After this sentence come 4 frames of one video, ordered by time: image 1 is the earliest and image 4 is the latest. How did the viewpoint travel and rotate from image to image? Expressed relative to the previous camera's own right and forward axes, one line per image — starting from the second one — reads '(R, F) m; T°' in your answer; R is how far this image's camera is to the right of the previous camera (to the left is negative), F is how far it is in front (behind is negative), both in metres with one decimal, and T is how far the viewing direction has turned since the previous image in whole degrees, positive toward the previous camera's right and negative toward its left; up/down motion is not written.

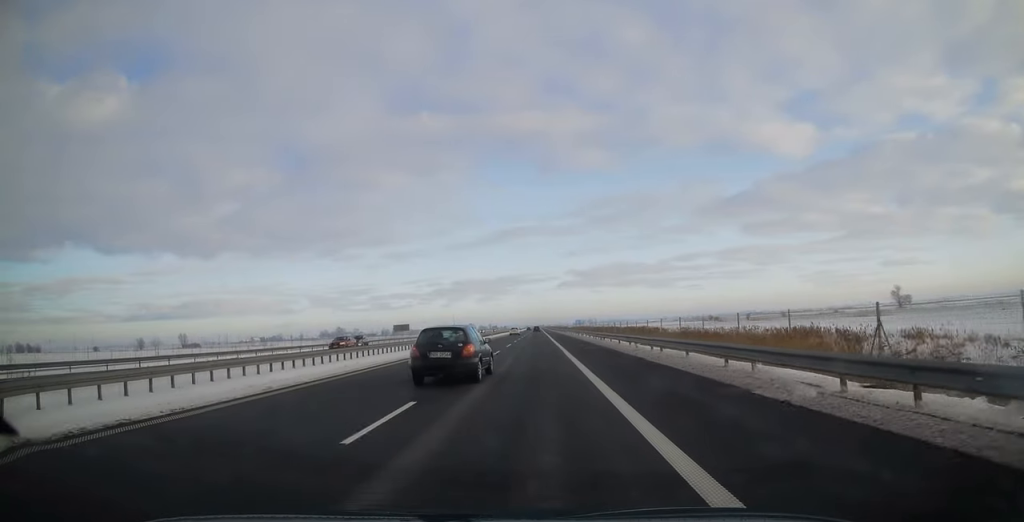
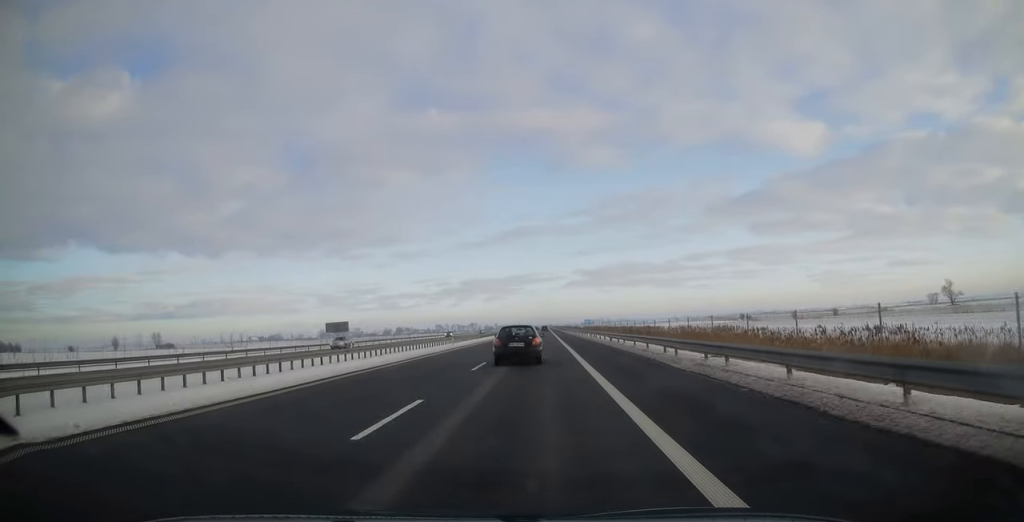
(-0.4, +47.4) m; -1°
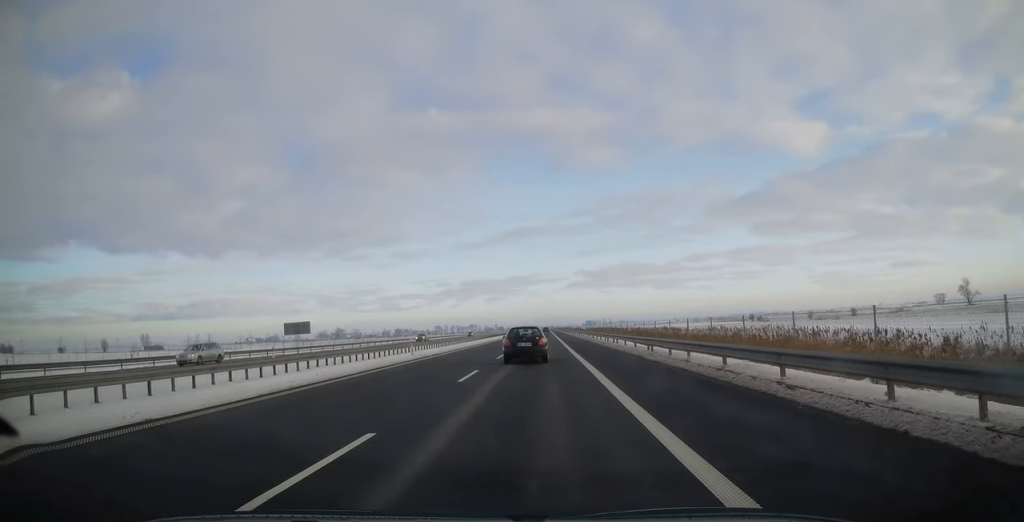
(0.0, +15.4) m; 0°
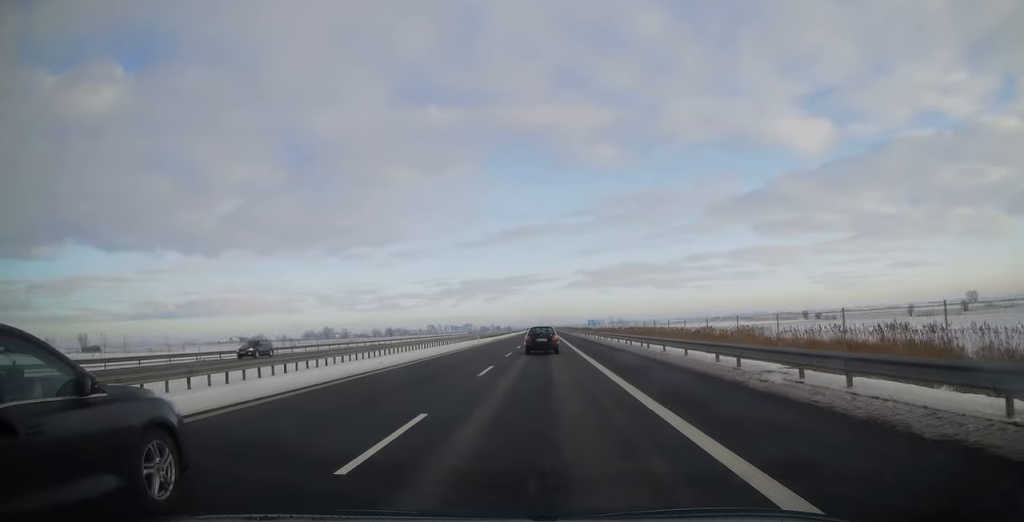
(-0.1, +69.7) m; 0°
